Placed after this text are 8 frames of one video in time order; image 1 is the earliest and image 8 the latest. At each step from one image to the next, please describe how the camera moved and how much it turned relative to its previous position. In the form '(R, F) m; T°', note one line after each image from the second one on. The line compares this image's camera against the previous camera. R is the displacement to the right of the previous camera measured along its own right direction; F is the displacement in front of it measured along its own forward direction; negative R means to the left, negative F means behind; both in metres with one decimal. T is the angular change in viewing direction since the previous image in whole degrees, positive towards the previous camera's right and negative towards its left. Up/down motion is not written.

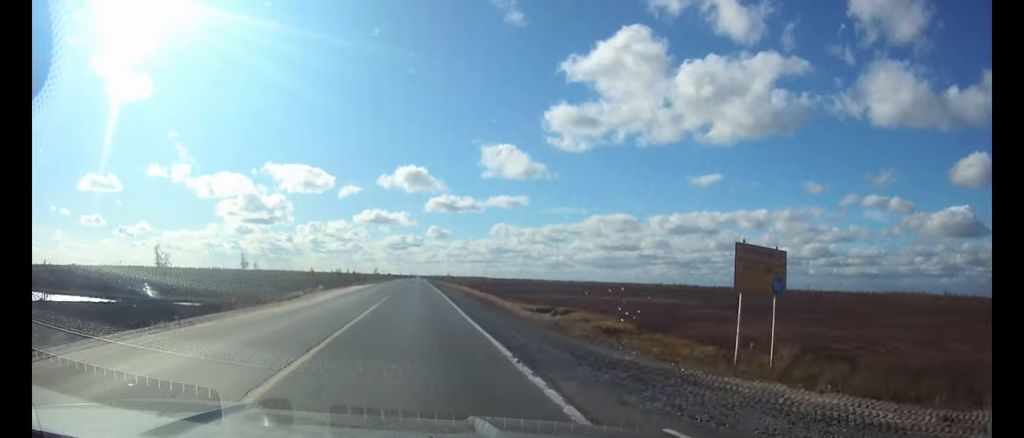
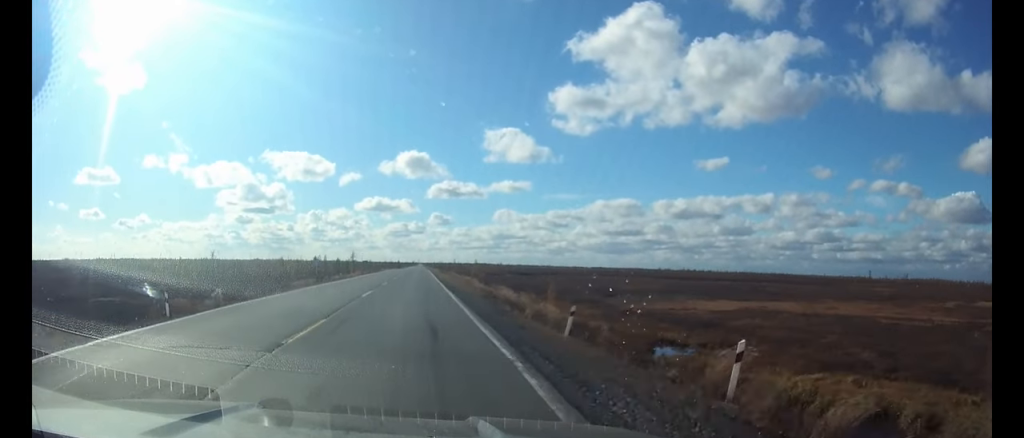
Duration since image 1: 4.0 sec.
(+0.2, +77.1) m; 0°
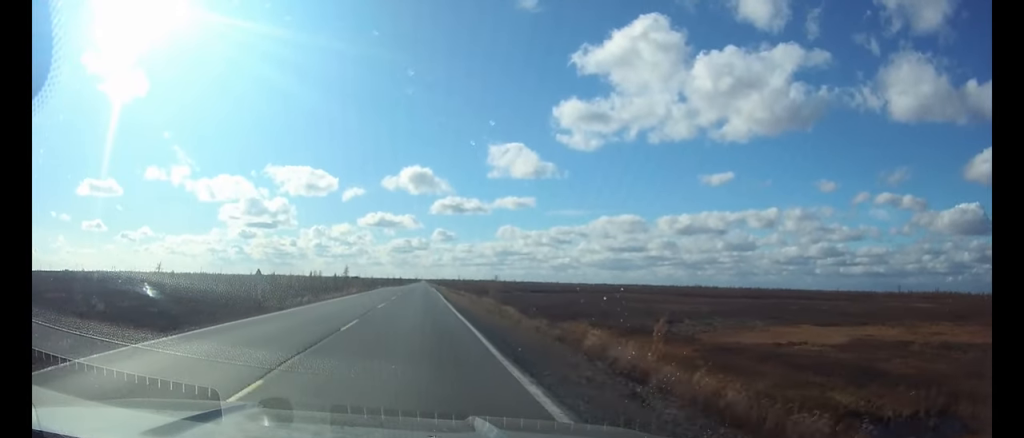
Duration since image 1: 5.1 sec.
(-0.1, +21.5) m; 0°
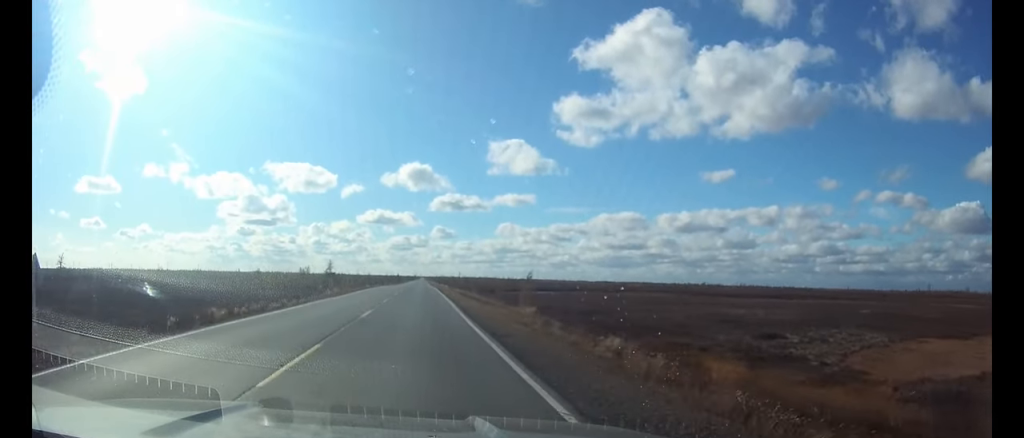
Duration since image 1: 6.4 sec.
(0.0, +23.5) m; 0°
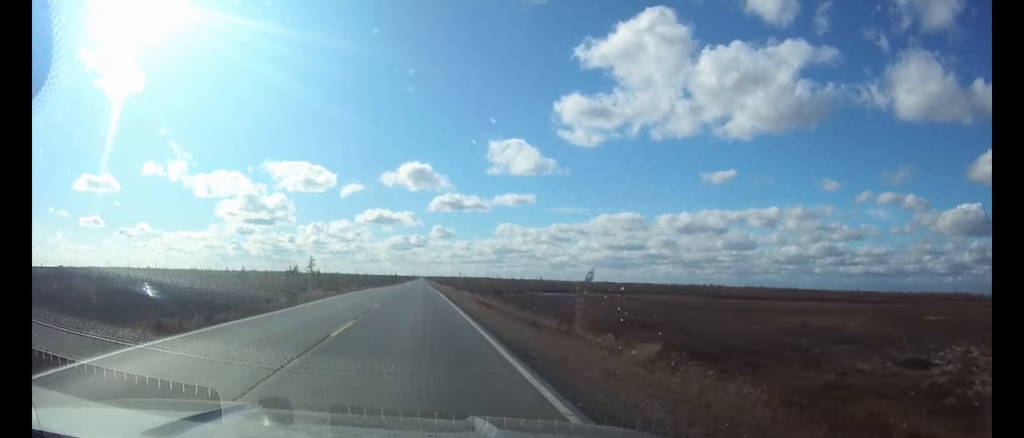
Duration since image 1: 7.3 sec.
(0.0, +18.9) m; 0°
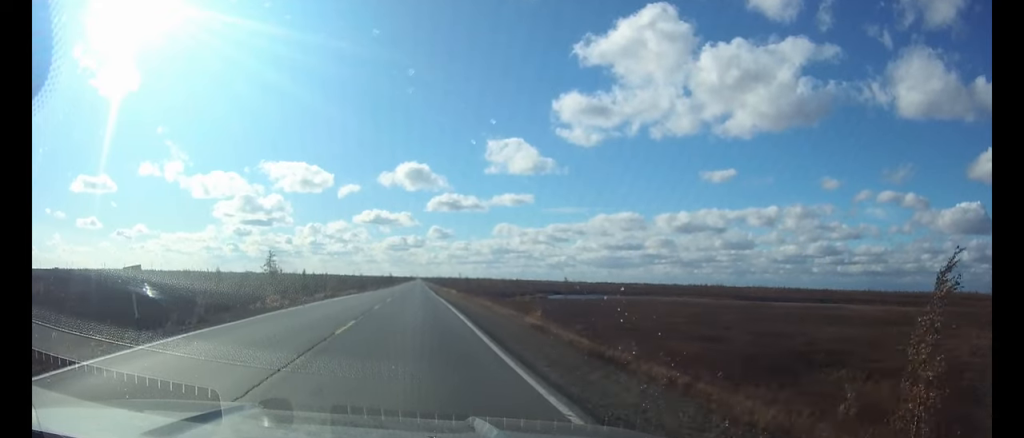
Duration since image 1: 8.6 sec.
(0.0, +25.3) m; 0°
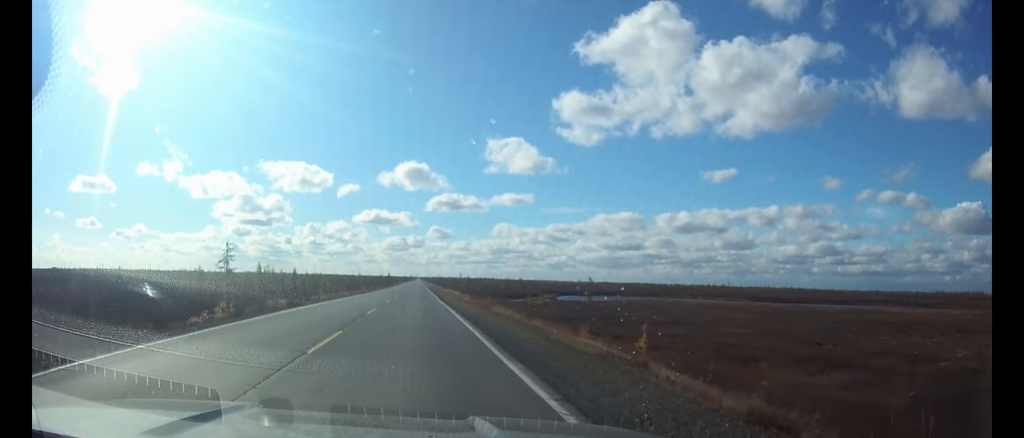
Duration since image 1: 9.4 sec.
(0.0, +15.2) m; 0°
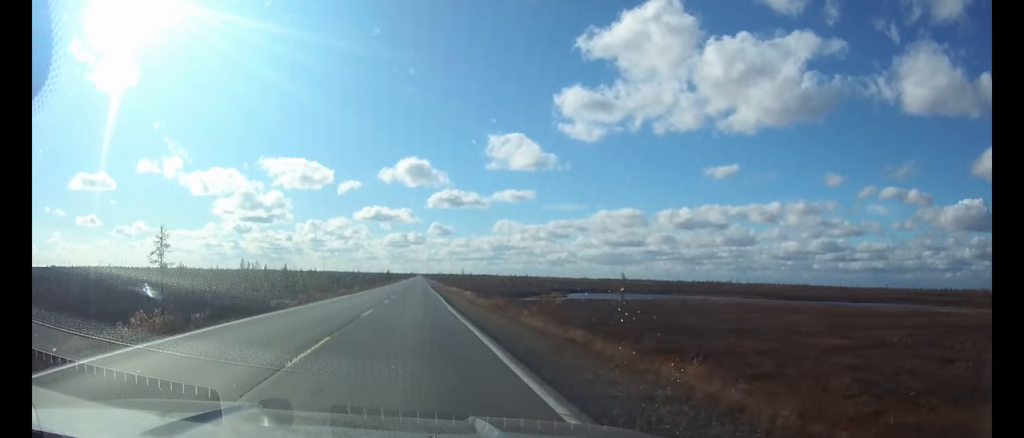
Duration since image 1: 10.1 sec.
(0.0, +13.8) m; 0°
